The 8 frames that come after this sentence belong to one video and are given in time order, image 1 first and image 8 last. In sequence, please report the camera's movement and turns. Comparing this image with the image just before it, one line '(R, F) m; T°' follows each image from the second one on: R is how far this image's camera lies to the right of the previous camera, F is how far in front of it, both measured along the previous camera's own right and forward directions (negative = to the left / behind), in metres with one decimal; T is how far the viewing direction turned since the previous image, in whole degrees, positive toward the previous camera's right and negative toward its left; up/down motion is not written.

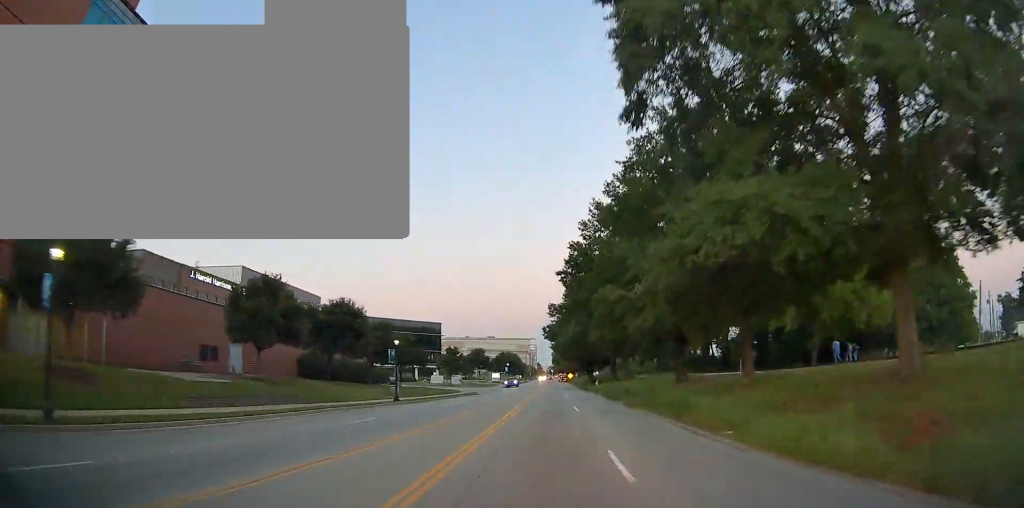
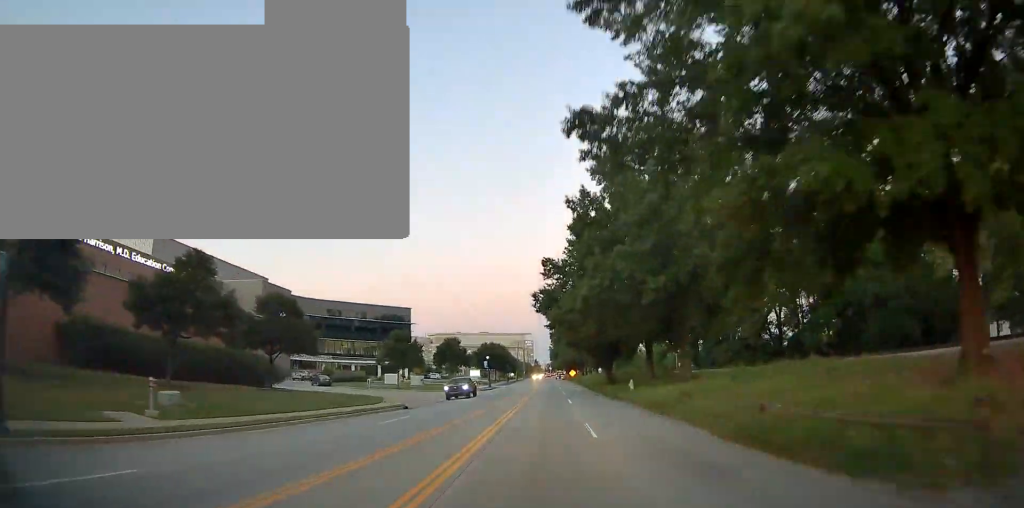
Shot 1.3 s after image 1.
(+0.1, +31.7) m; +2°
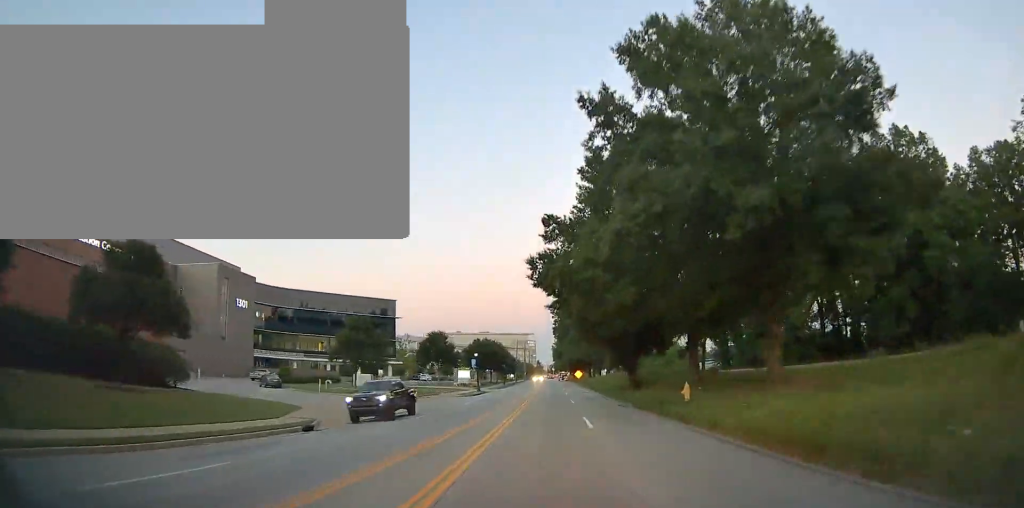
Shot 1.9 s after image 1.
(-0.1, +14.9) m; +2°
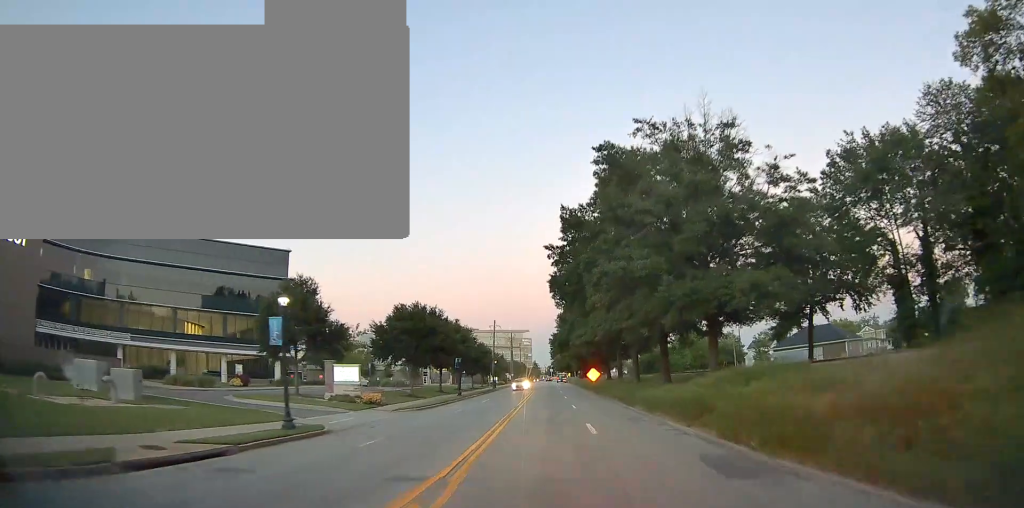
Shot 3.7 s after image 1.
(-1.6, +47.1) m; -4°
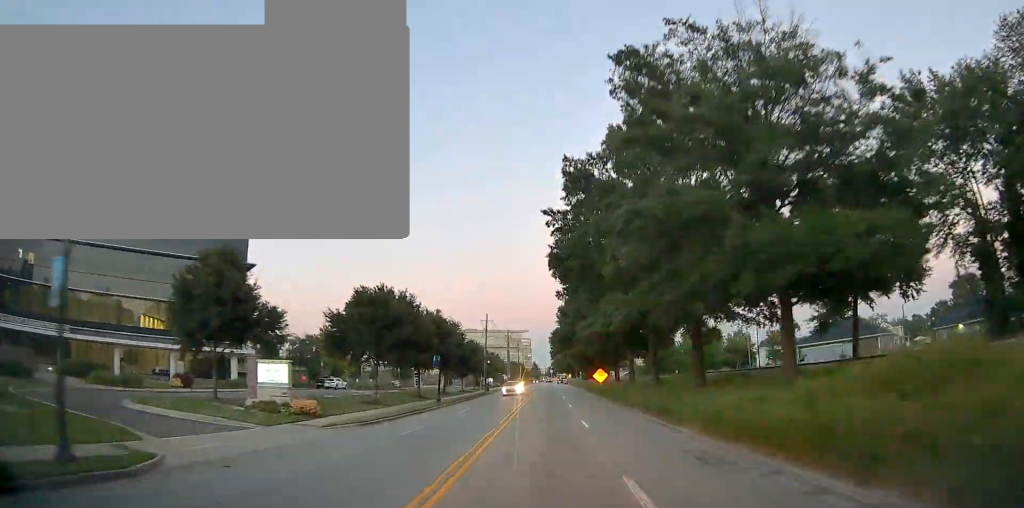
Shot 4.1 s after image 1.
(+0.2, +10.0) m; 0°
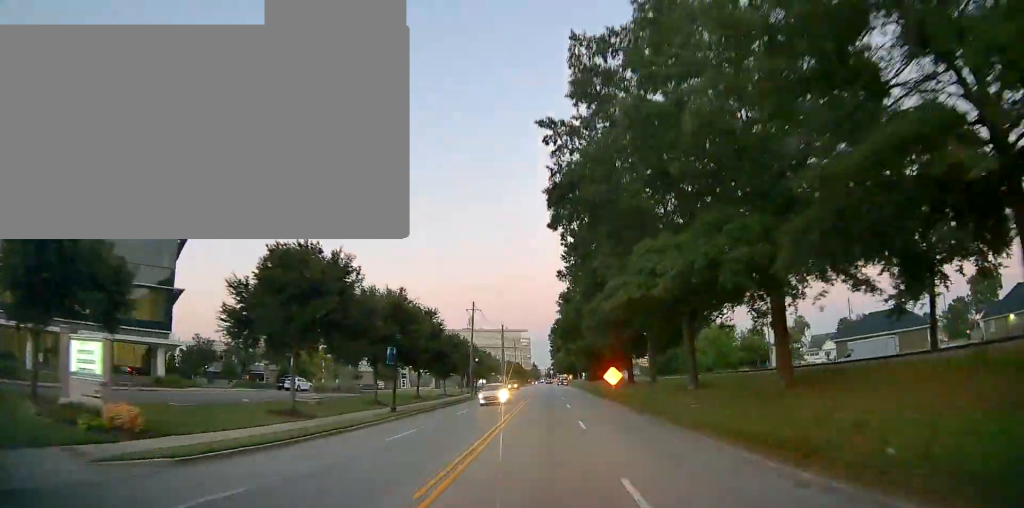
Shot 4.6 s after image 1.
(+0.4, +12.4) m; +1°
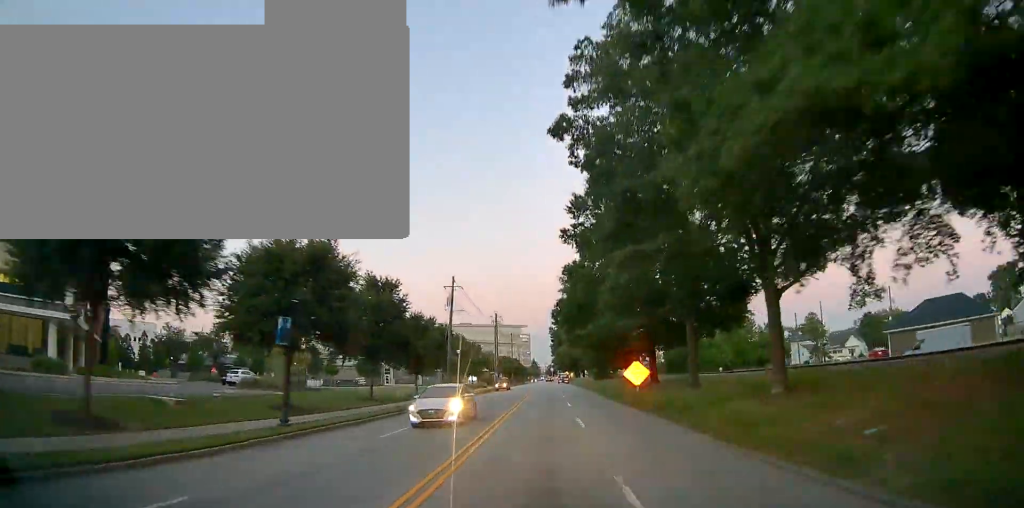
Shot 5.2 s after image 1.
(+0.1, +13.1) m; 0°
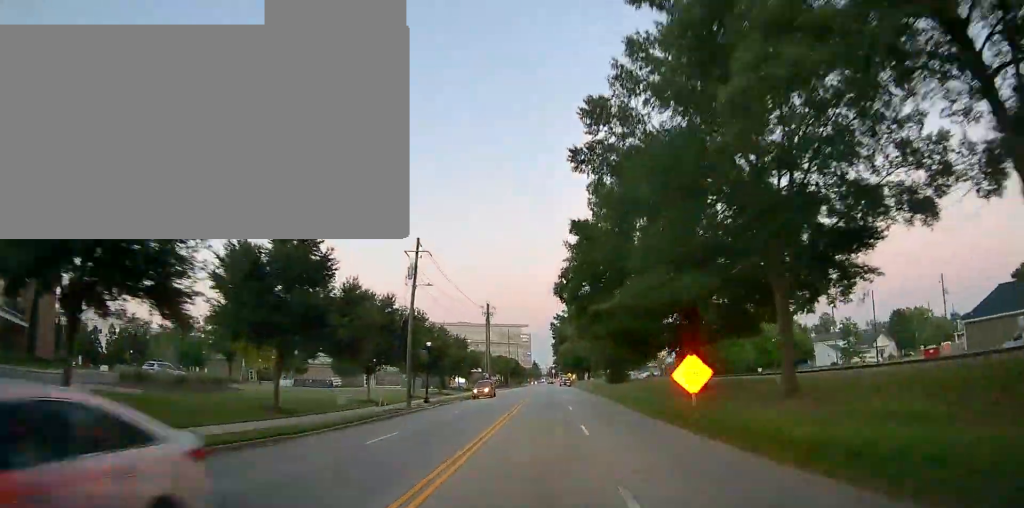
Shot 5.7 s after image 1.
(0.0, +13.8) m; 0°
